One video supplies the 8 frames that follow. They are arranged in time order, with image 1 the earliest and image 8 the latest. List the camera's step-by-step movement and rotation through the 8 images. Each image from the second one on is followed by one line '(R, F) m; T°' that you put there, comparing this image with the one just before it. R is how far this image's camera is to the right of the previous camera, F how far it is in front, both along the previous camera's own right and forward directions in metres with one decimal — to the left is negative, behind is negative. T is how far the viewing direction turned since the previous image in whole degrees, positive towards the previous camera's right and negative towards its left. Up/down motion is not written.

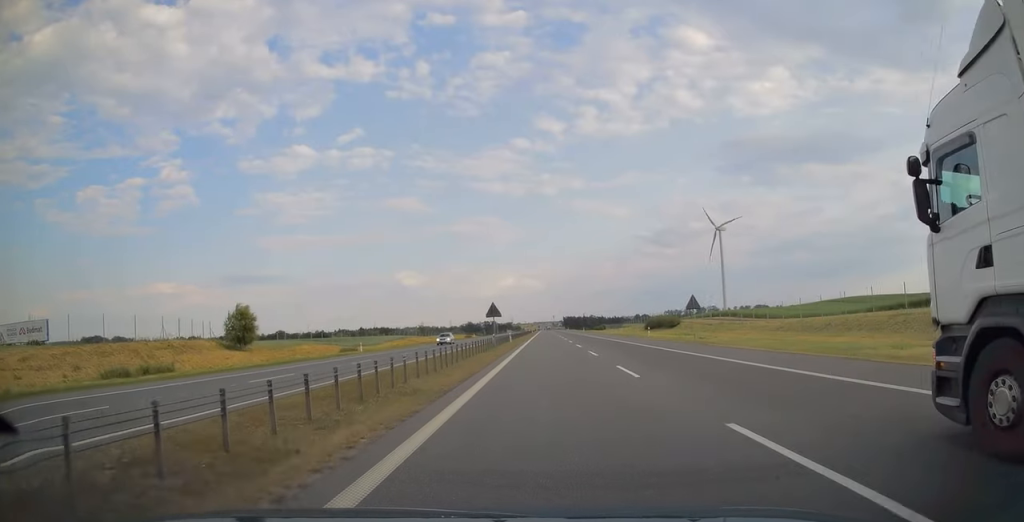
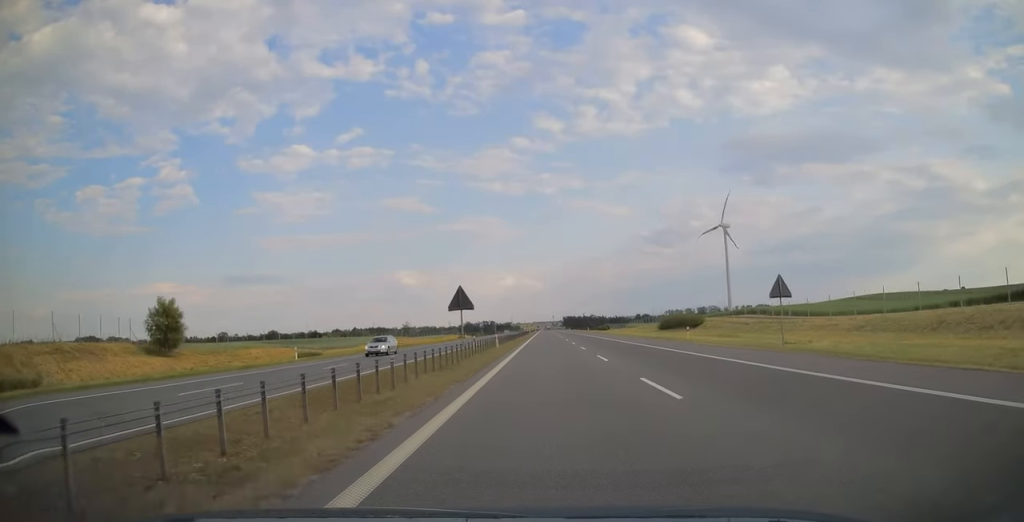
(0.0, +16.6) m; 0°
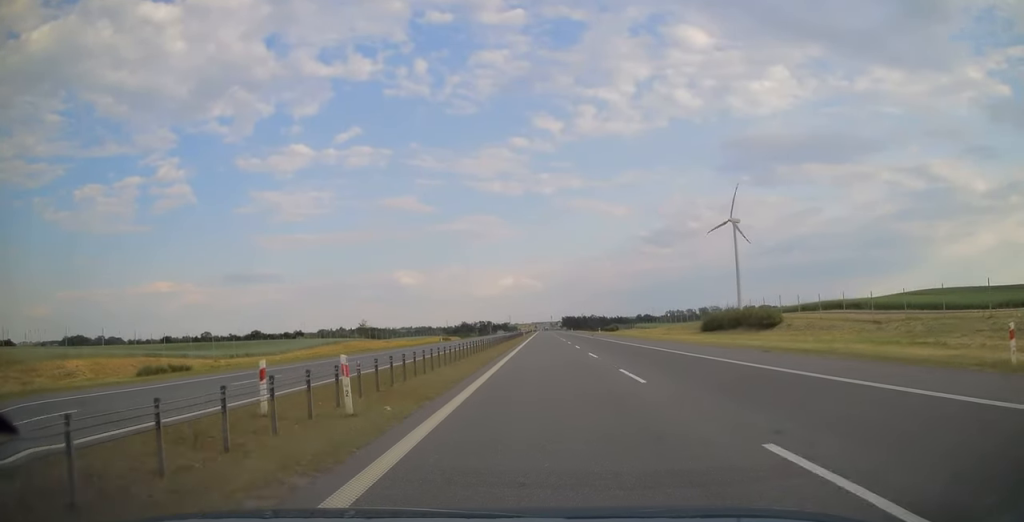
(-0.1, +32.6) m; 0°
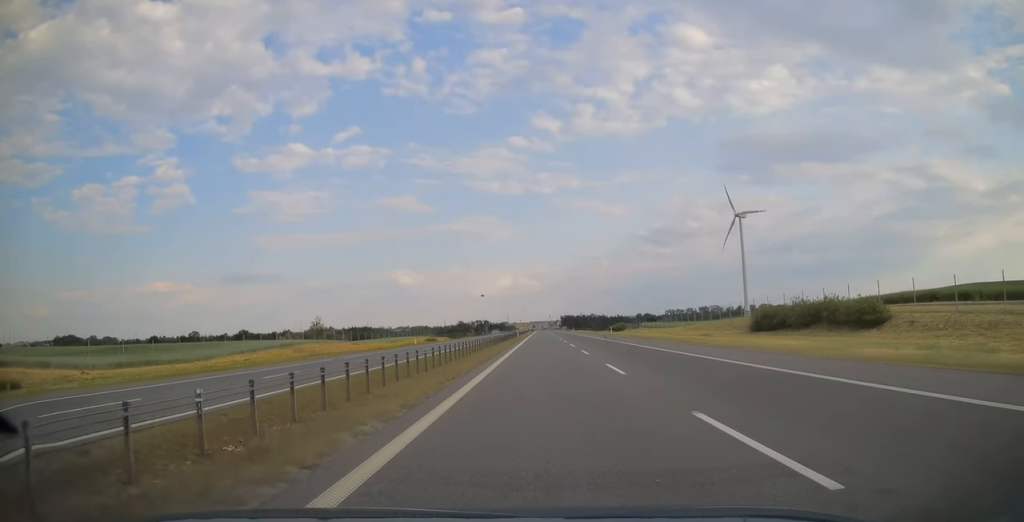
(0.0, +21.3) m; 0°
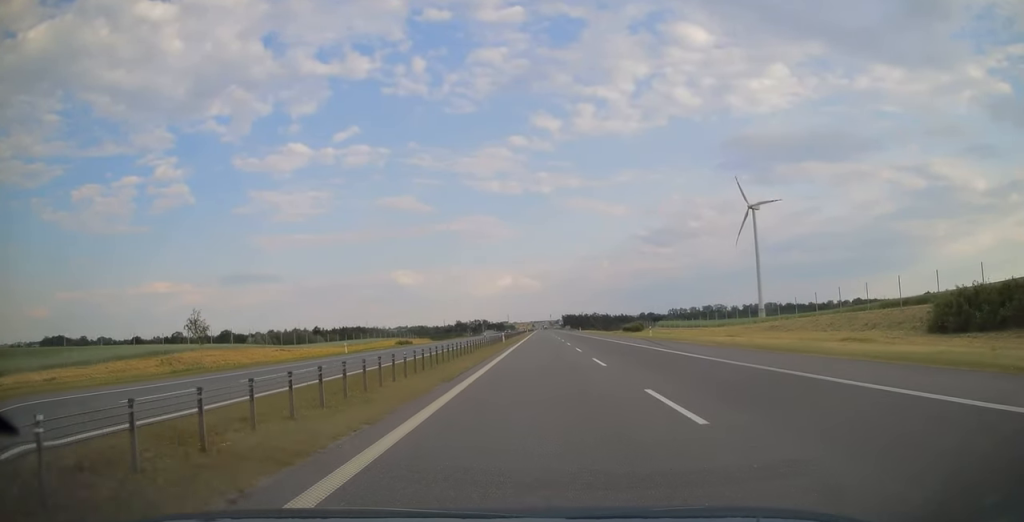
(0.0, +32.5) m; 0°
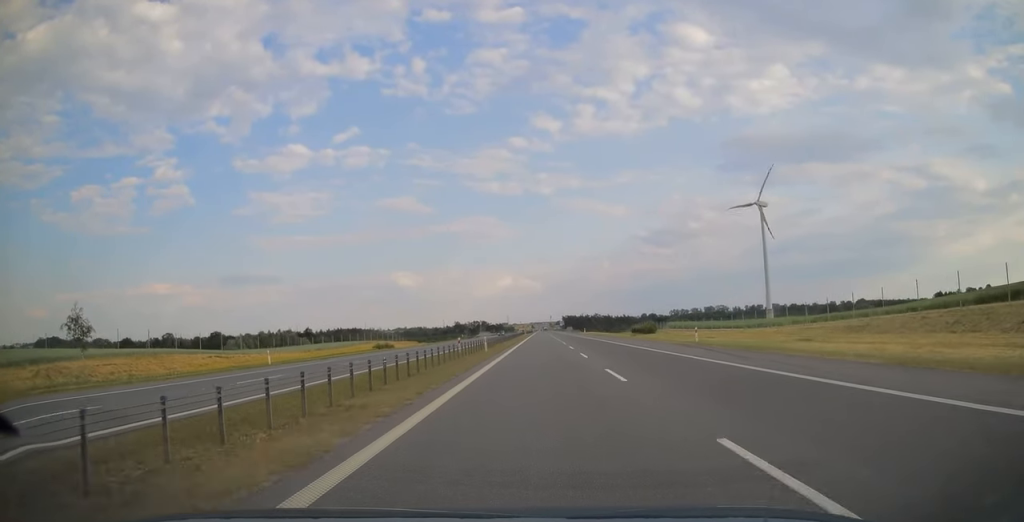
(0.0, +17.2) m; 0°
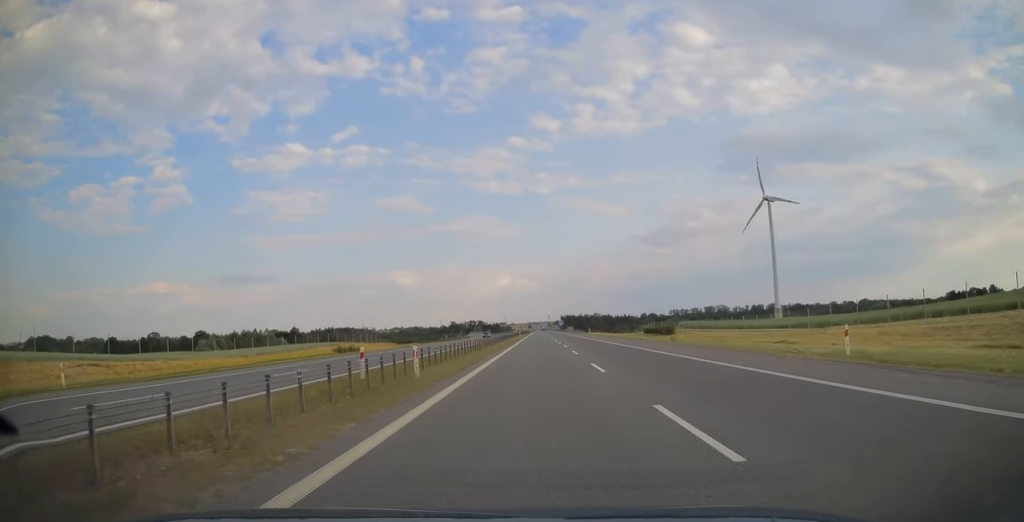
(0.0, +20.6) m; 0°
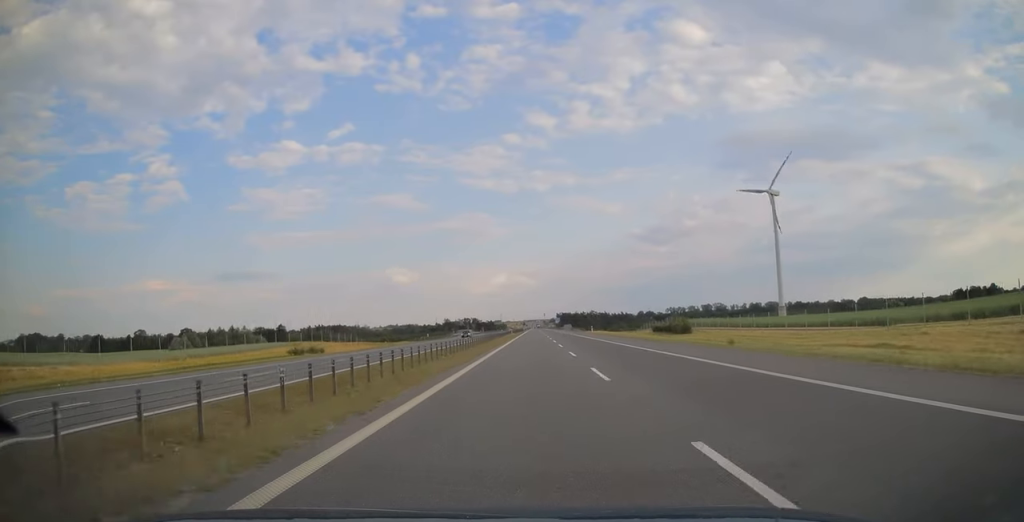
(0.0, +15.3) m; 0°
